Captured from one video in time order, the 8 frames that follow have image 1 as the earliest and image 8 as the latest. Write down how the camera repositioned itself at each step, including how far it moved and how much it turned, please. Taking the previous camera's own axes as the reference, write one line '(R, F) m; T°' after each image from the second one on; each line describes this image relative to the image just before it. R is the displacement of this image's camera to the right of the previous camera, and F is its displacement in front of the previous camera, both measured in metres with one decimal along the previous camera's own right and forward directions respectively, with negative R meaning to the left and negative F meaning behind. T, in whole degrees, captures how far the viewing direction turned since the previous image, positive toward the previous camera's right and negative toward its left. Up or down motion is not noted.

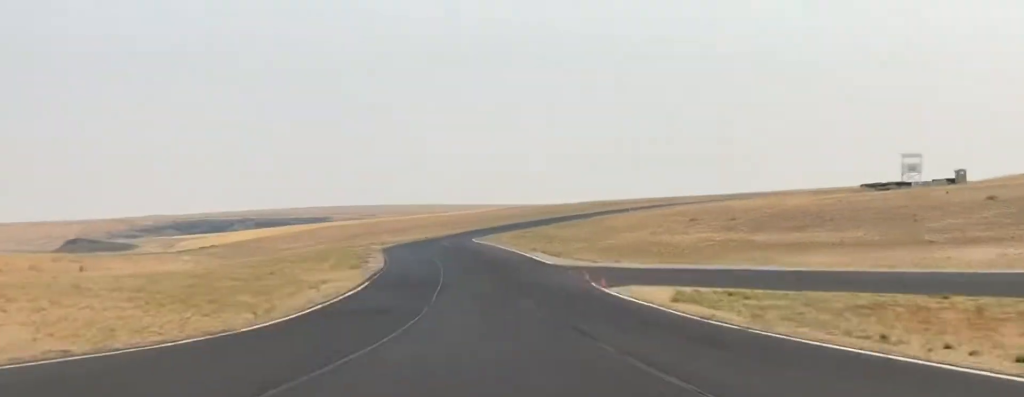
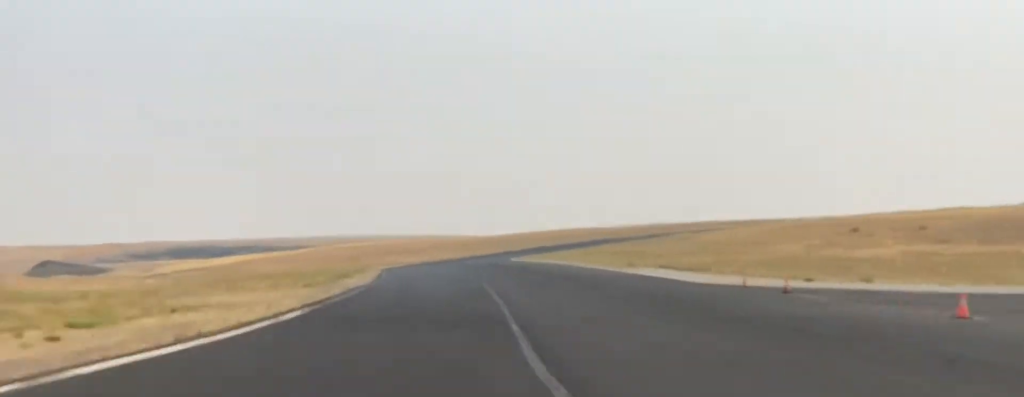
(-0.3, +28.7) m; -2°
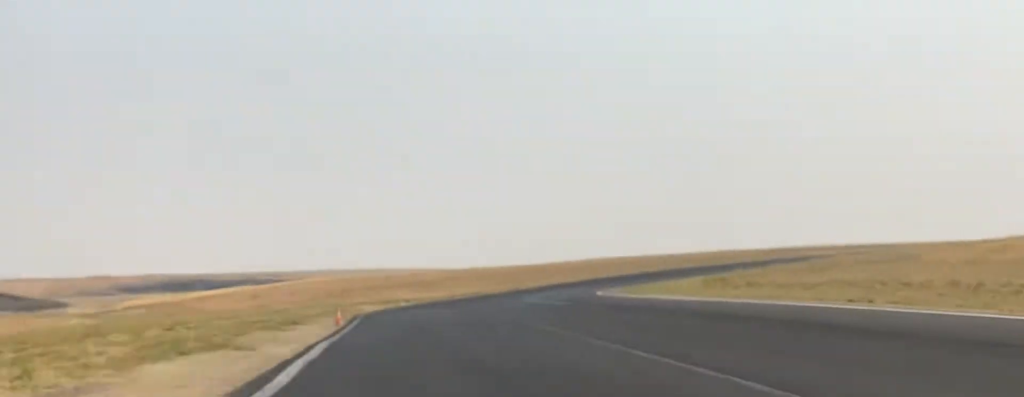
(-1.2, +34.2) m; -1°
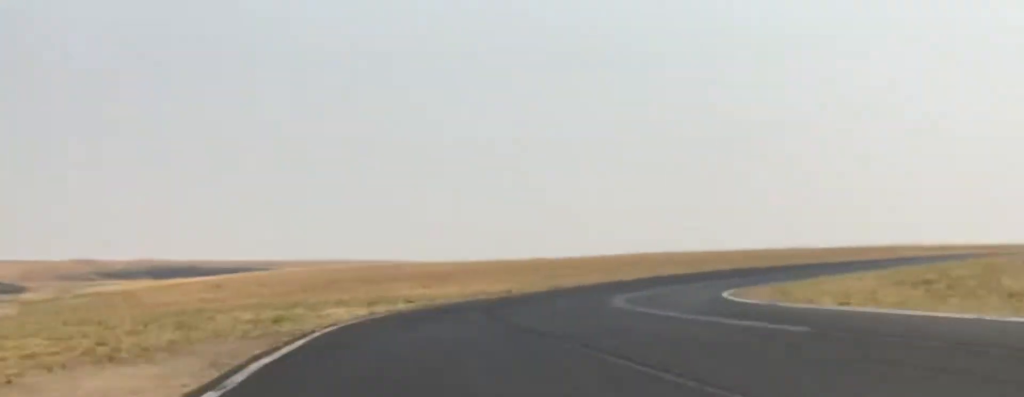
(-0.6, +21.0) m; +3°
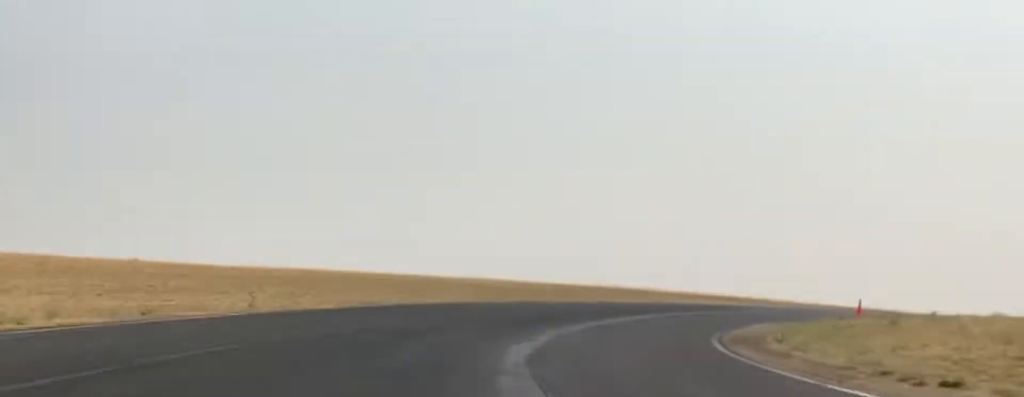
(+3.5, +34.7) m; +29°
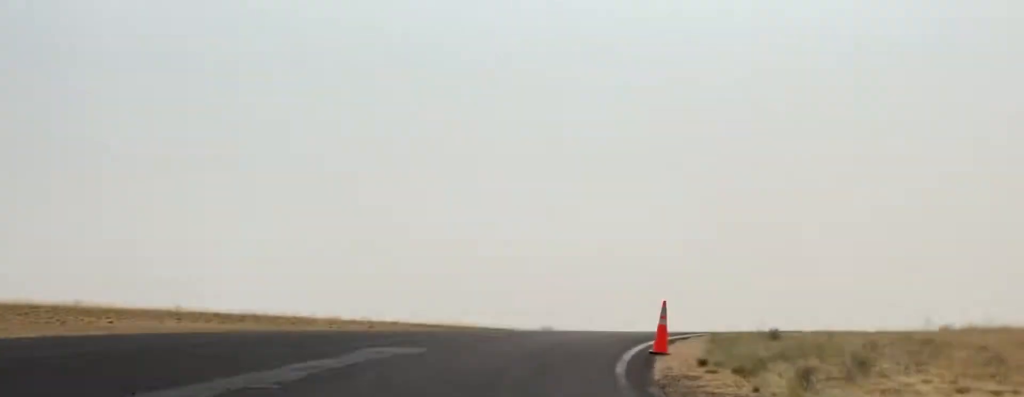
(+15.4, +26.3) m; +43°
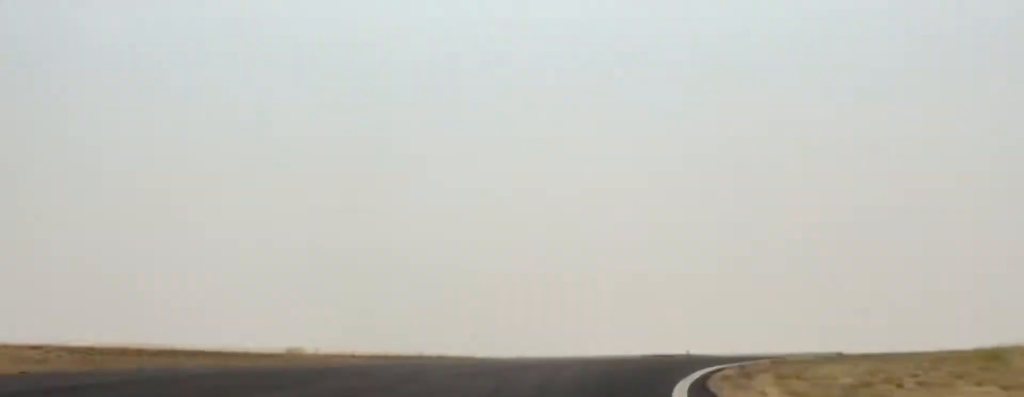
(+0.5, +14.7) m; +14°
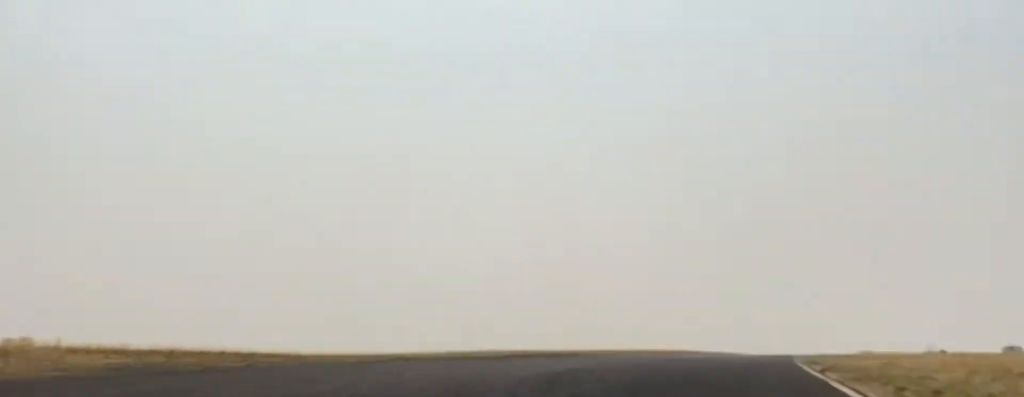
(+1.8, +12.1) m; +9°
